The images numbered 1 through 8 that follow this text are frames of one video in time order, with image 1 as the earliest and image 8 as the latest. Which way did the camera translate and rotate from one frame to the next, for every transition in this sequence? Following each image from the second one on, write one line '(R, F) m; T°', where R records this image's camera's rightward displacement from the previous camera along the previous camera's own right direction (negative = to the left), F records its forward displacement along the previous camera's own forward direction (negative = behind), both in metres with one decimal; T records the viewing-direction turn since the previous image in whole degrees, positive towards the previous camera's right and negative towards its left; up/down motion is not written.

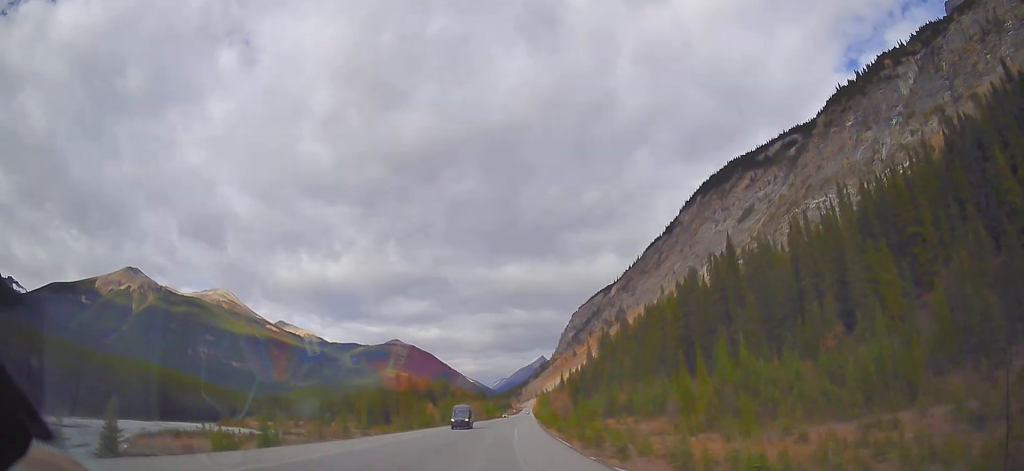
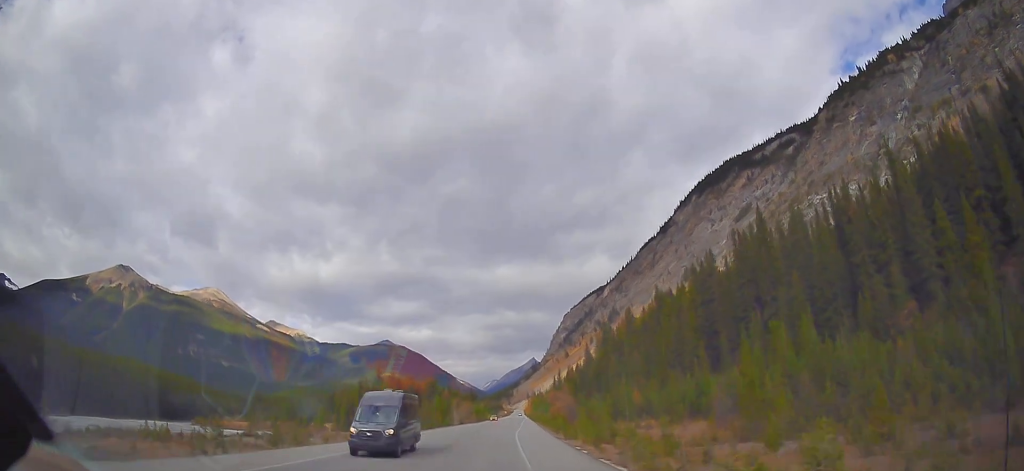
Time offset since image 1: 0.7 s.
(+0.2, +19.1) m; +1°
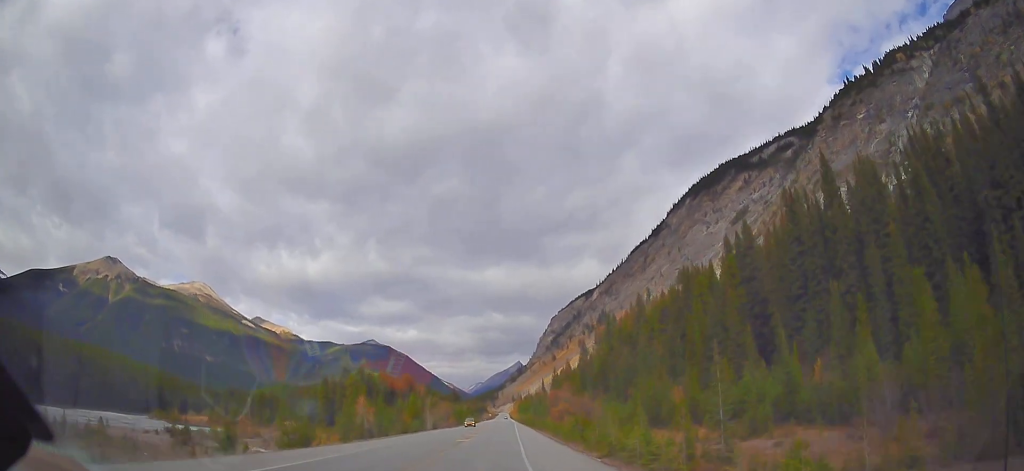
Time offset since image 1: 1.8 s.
(+0.4, +27.7) m; +2°
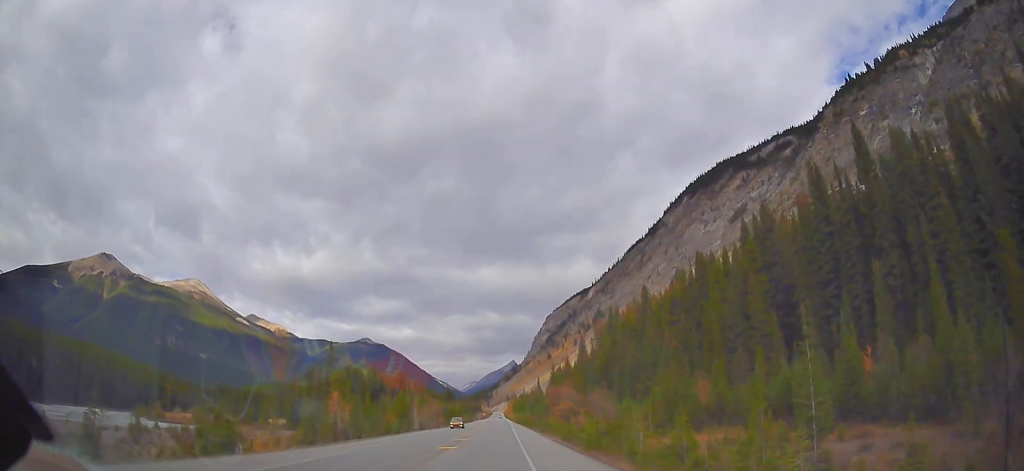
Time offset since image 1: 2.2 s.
(+0.2, +10.3) m; 0°
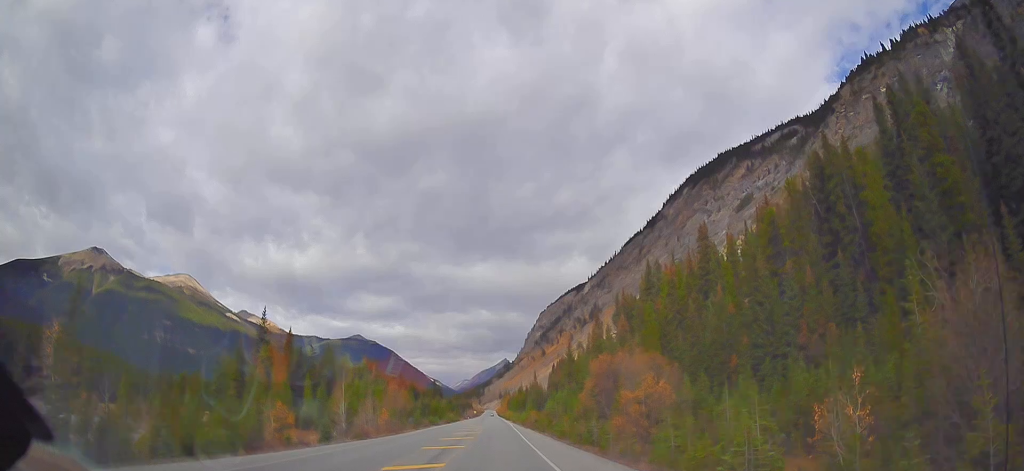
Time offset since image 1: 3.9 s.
(+0.1, +44.7) m; 0°
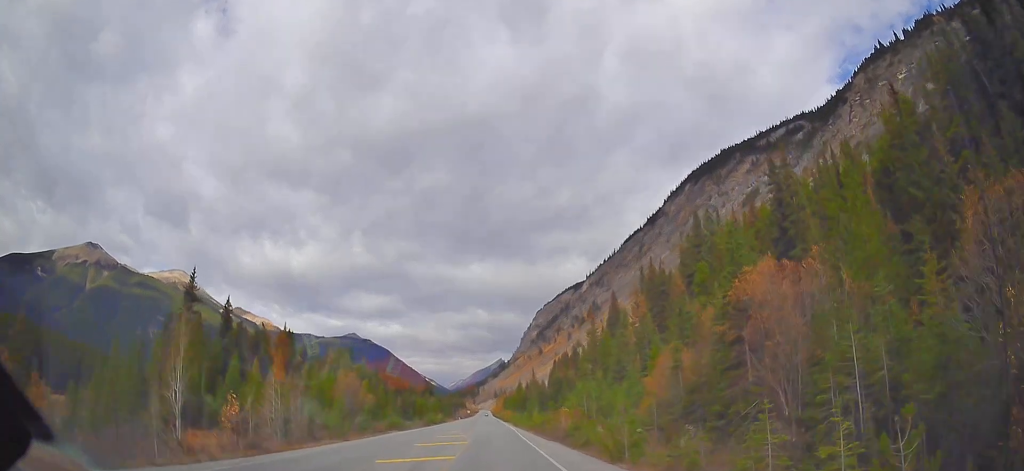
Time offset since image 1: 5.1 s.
(+0.2, +29.9) m; +1°
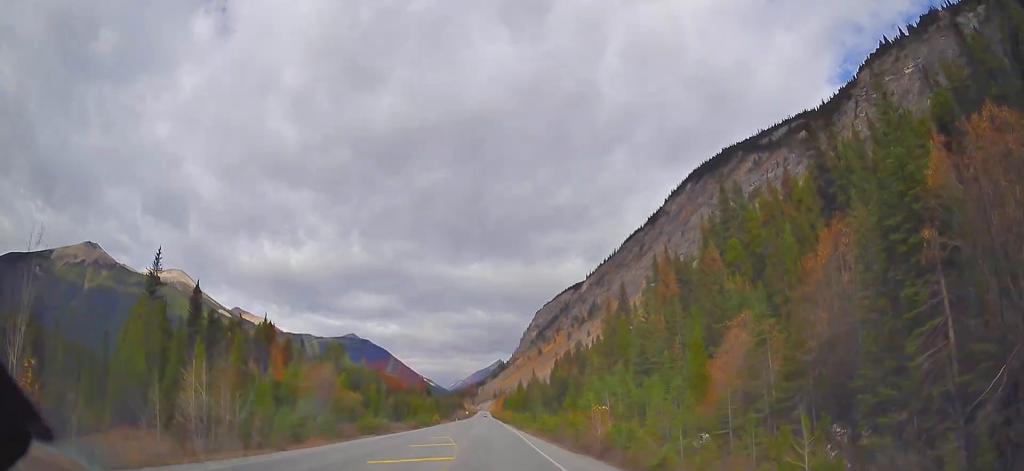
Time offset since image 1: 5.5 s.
(-0.1, +11.0) m; 0°
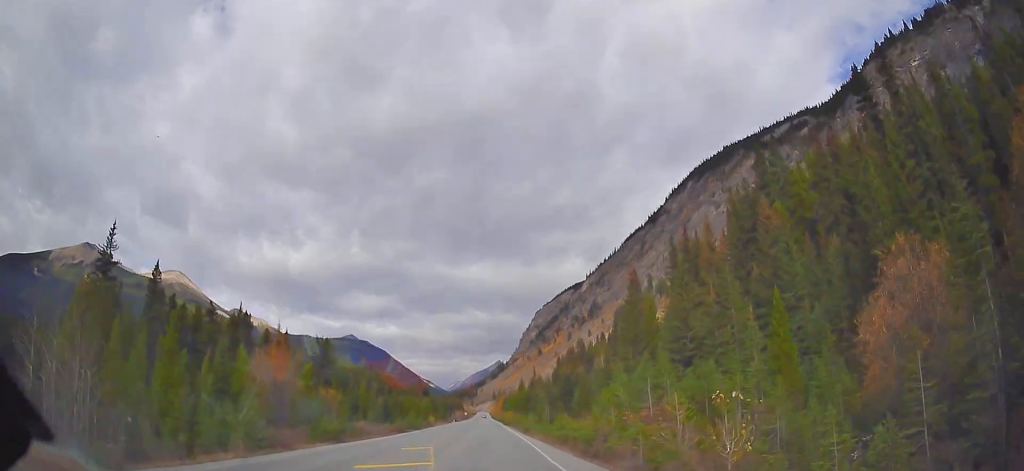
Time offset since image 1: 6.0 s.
(+0.1, +11.8) m; 0°
